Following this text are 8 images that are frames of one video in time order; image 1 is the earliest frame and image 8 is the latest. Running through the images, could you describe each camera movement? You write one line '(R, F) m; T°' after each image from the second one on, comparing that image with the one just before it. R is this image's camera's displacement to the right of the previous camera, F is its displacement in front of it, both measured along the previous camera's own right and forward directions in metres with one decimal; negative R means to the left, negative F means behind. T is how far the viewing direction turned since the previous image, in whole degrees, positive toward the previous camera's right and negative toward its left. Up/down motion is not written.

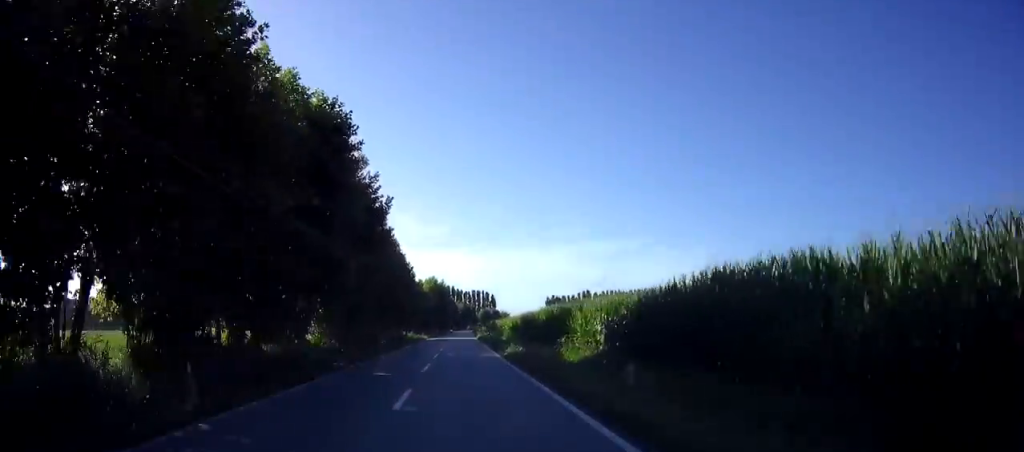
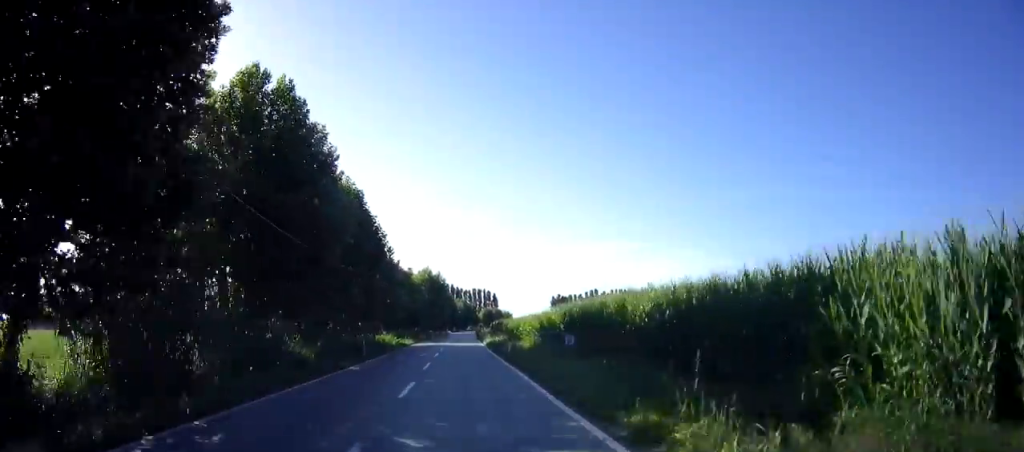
(0.0, +20.3) m; -1°
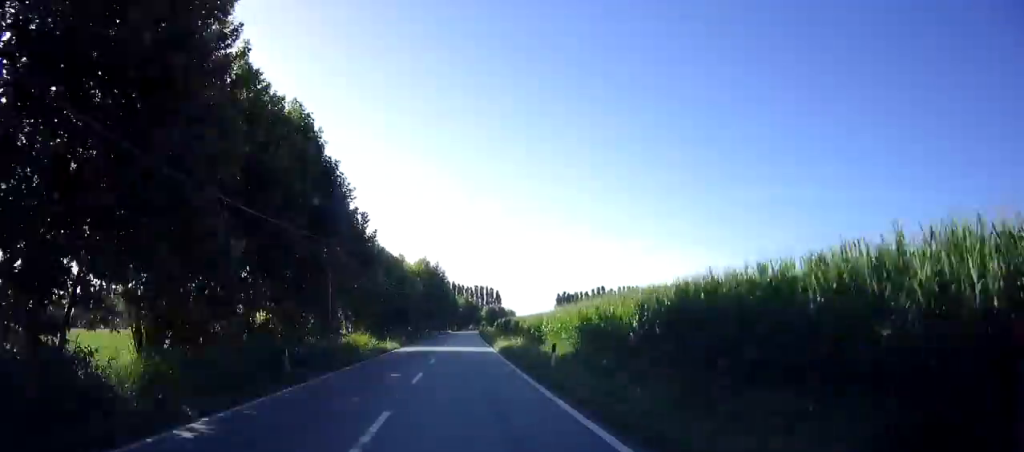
(-0.1, +12.4) m; 0°
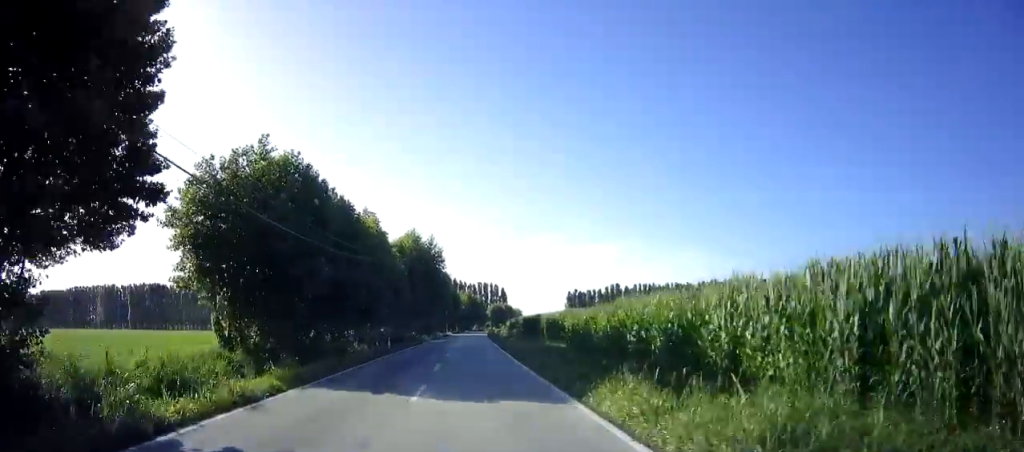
(-0.1, +25.5) m; 0°
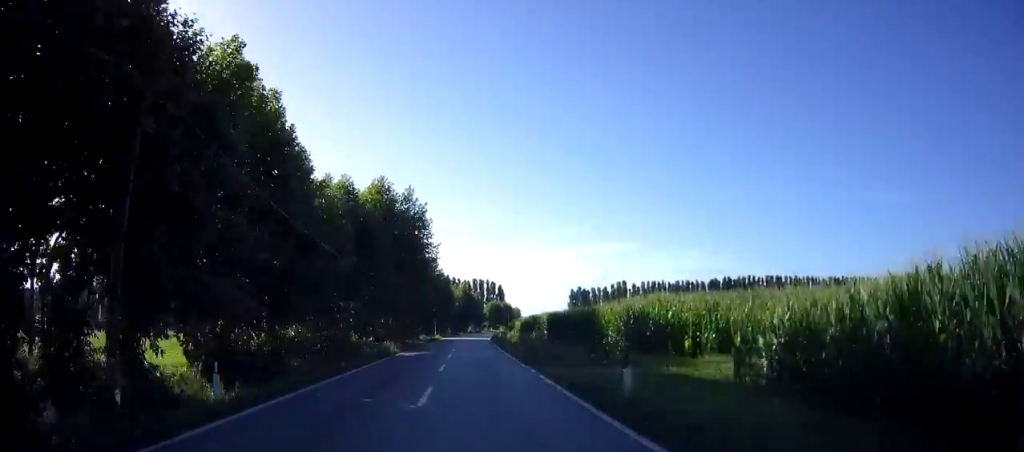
(+0.2, +22.3) m; +1°
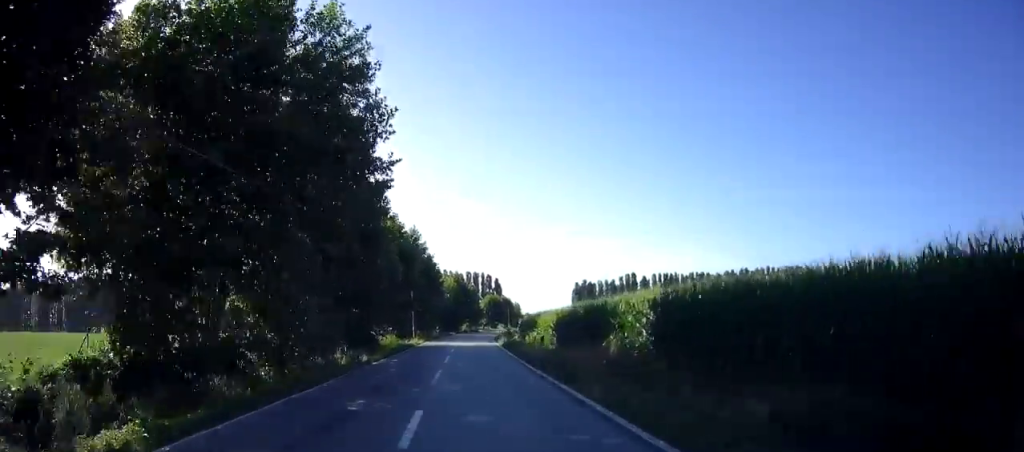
(+0.1, +25.0) m; +1°
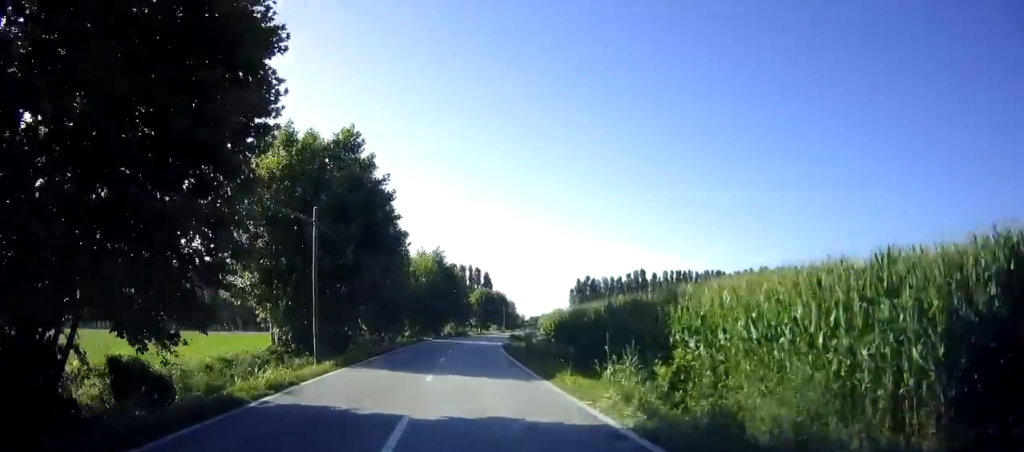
(+0.5, +30.4) m; +3°
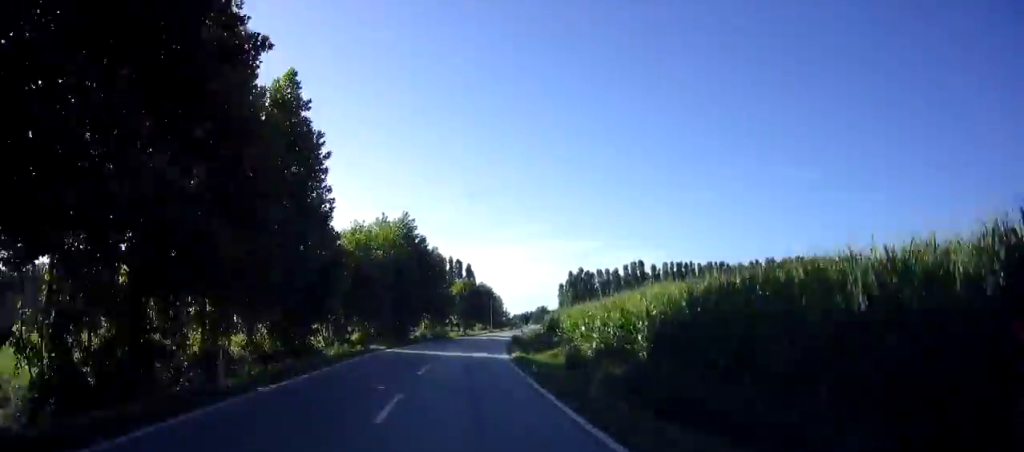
(+0.3, +19.6) m; +2°
